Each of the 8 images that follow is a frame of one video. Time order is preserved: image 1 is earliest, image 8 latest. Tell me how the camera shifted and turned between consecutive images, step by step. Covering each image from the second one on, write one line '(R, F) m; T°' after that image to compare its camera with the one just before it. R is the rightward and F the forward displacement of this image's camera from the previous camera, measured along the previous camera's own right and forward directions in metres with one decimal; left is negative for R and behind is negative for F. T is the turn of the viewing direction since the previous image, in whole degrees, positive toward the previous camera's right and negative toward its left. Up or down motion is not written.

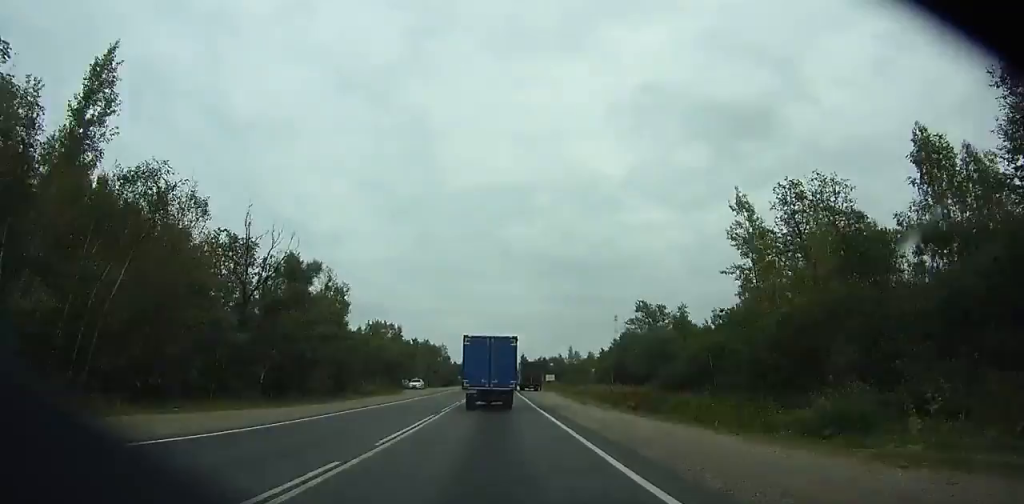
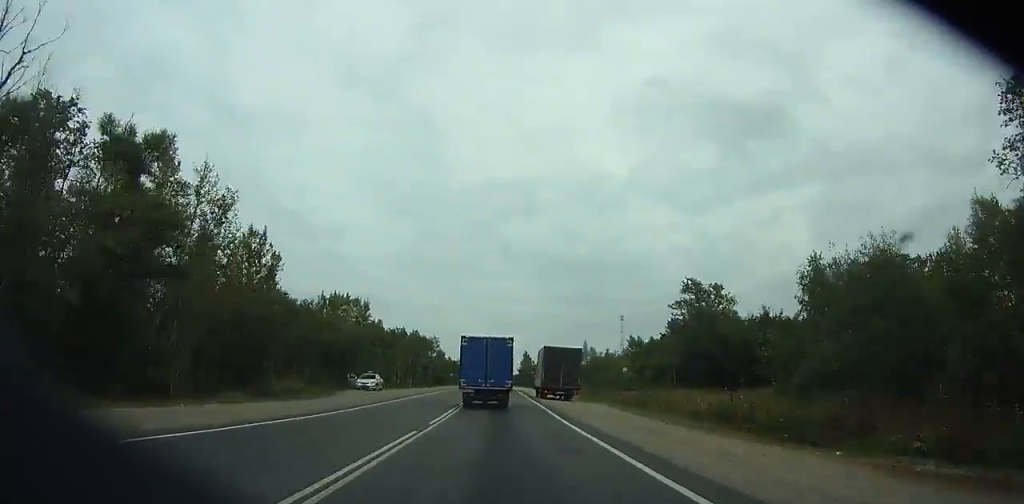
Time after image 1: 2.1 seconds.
(0.0, +31.4) m; 0°
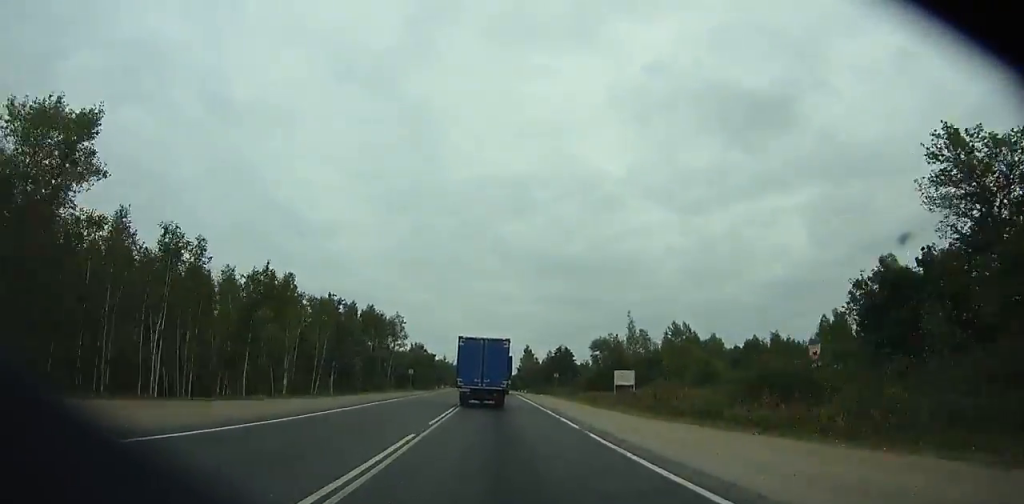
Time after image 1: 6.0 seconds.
(+0.3, +60.4) m; 0°
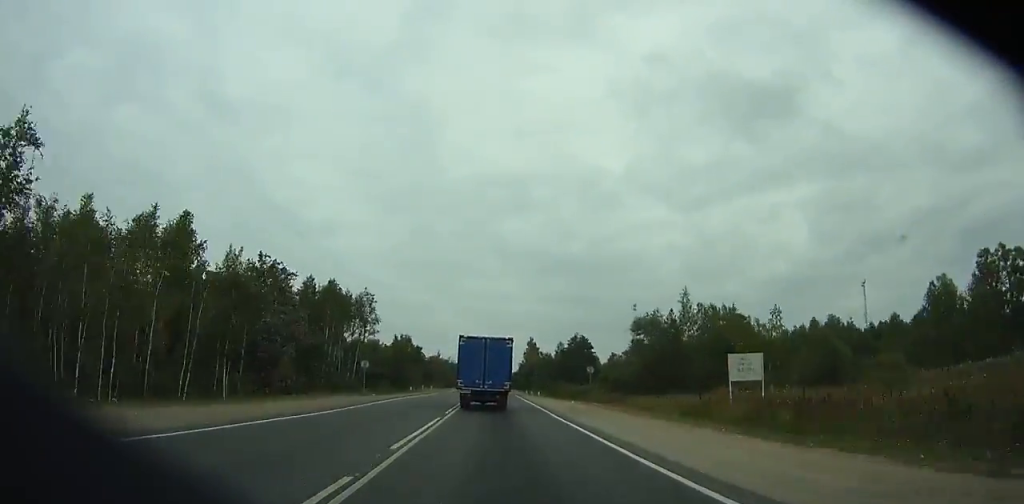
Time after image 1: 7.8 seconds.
(0.0, +28.7) m; 0°
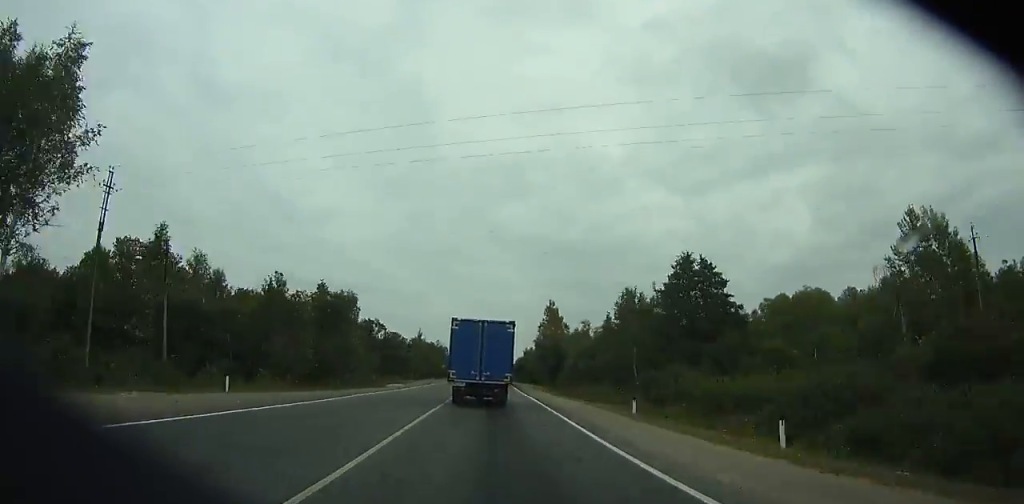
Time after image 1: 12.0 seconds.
(+0.1, +69.0) m; 0°
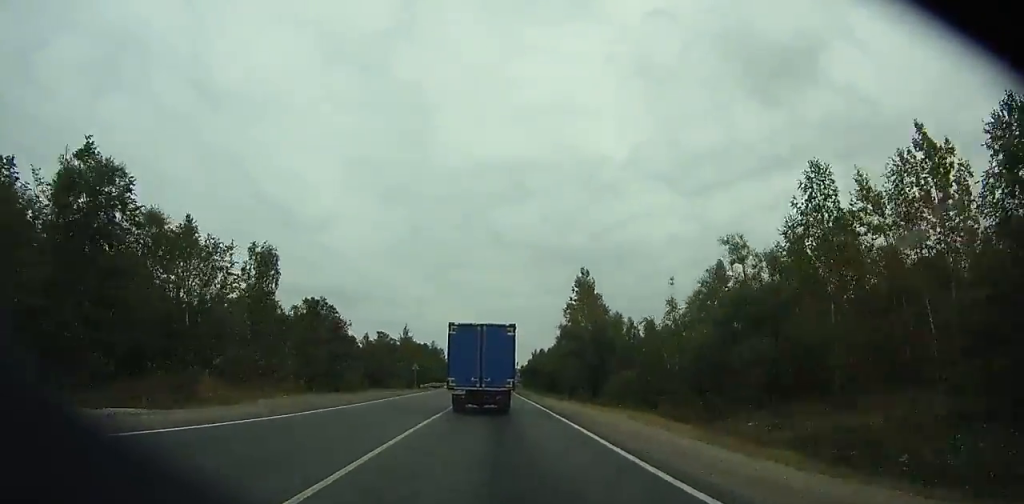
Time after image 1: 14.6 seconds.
(-0.1, +43.0) m; 0°
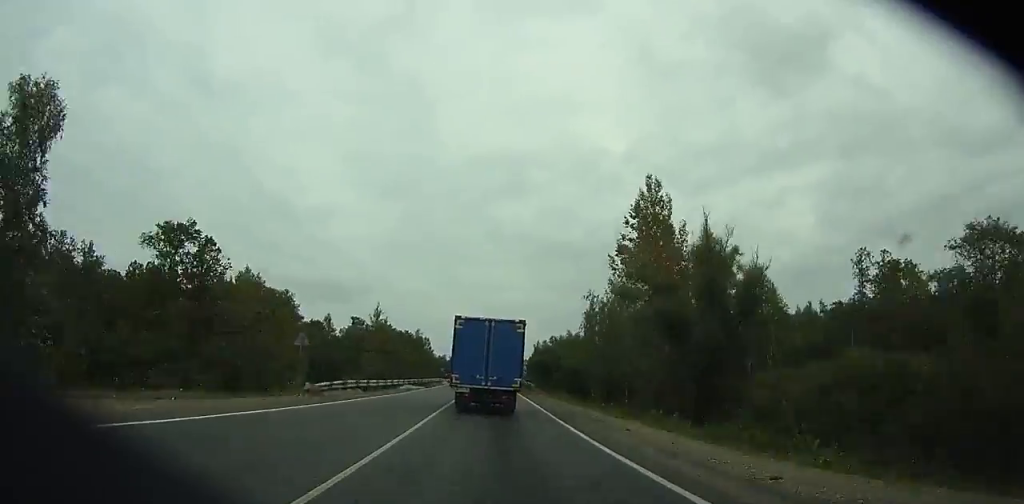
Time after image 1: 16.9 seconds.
(-0.1, +37.9) m; 0°
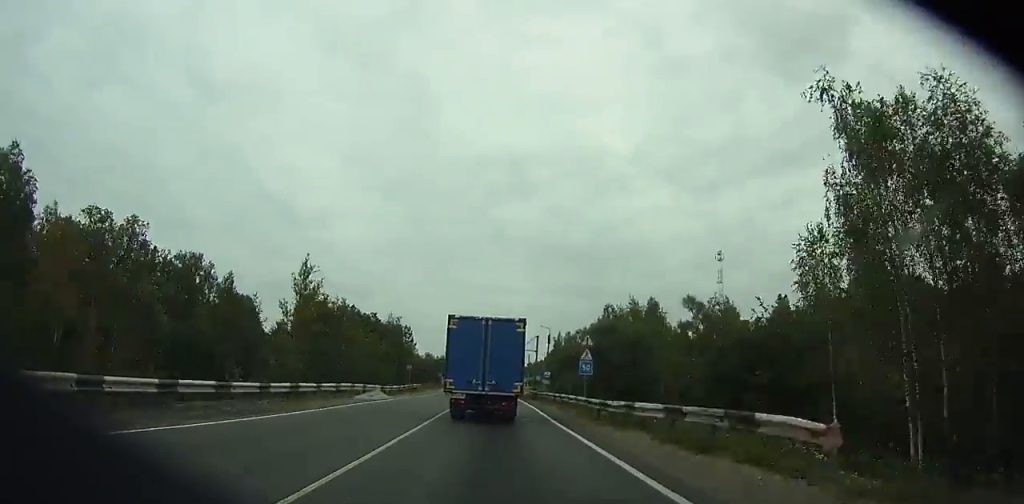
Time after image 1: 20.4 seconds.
(+0.1, +56.5) m; 0°
